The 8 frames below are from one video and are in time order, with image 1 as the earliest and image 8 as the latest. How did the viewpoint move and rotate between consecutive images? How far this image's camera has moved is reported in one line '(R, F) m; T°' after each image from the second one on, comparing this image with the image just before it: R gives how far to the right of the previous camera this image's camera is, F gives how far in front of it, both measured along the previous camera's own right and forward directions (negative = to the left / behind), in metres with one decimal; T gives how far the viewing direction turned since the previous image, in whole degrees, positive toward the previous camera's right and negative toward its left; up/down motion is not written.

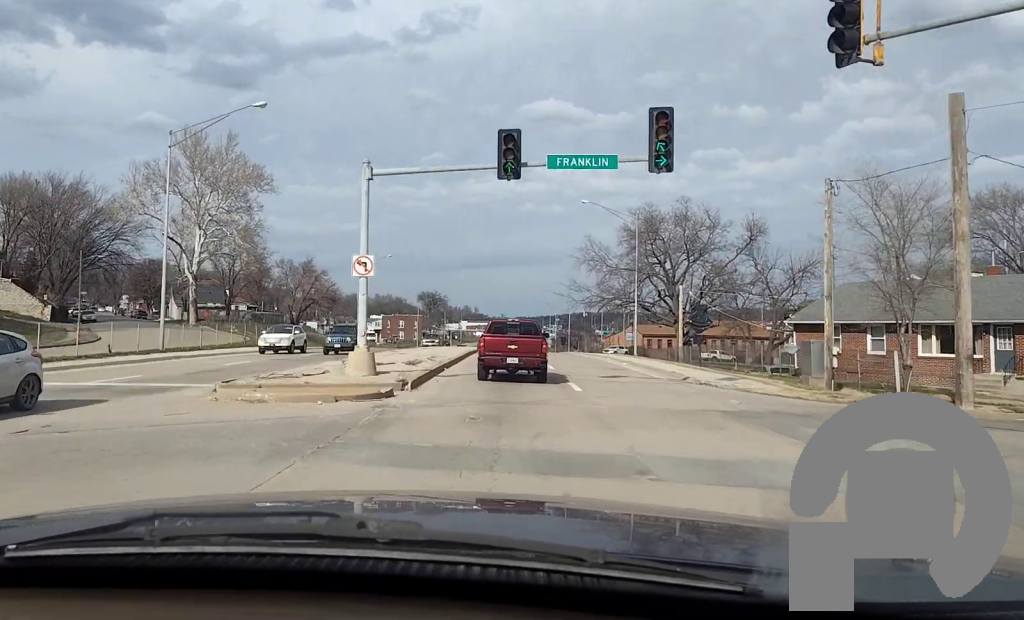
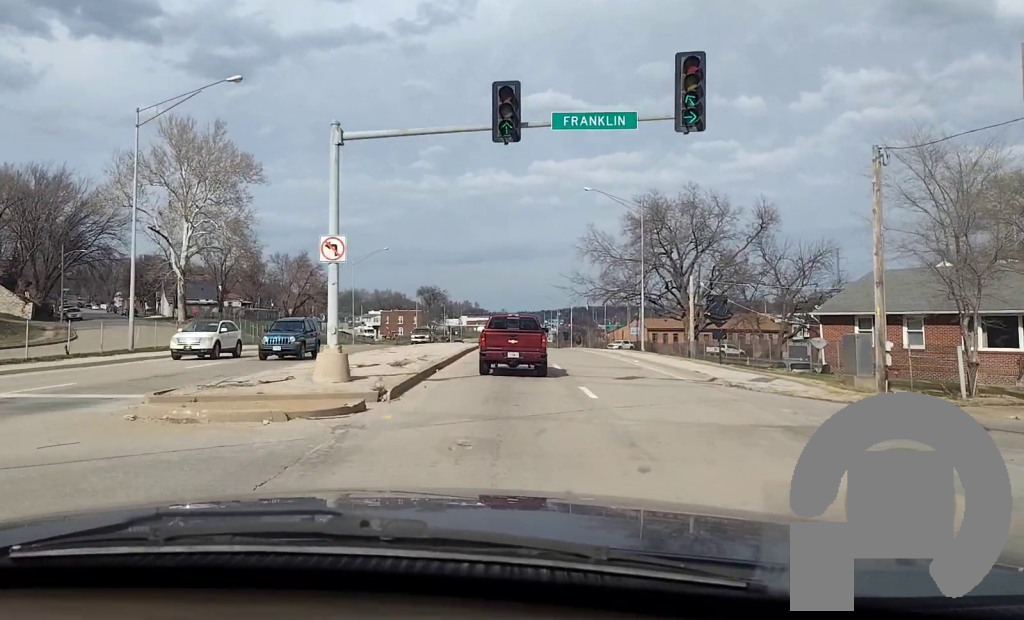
(0.0, +3.7) m; 0°
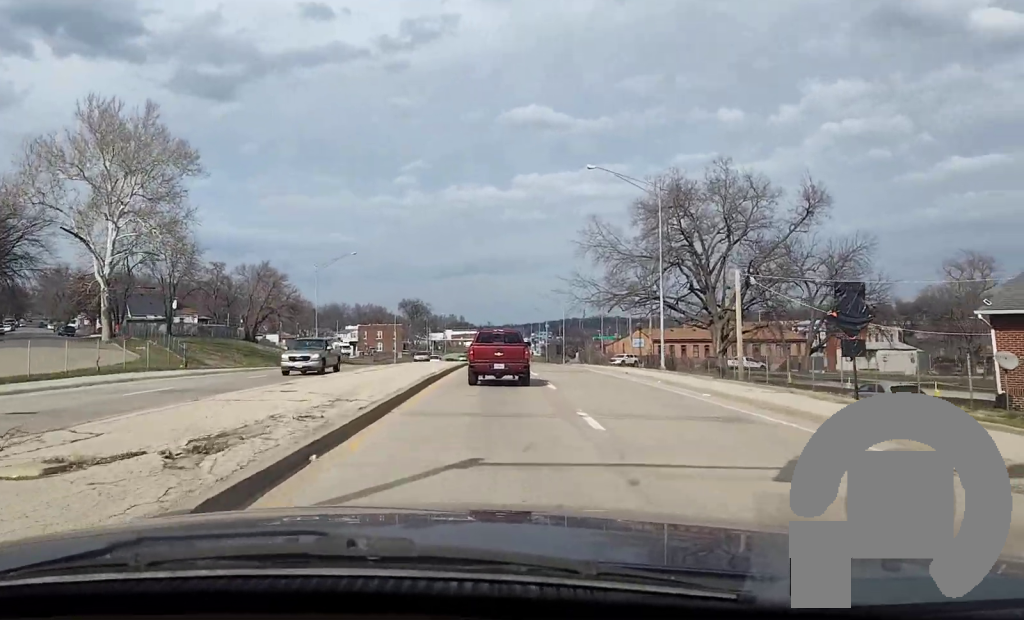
(0.0, +15.3) m; 0°
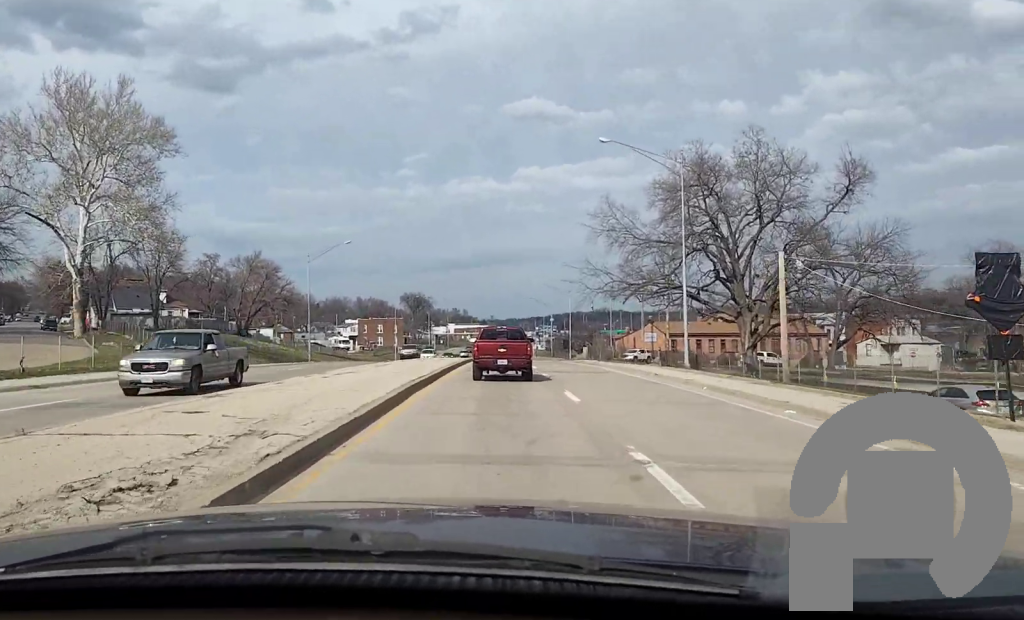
(0.0, +6.5) m; 0°
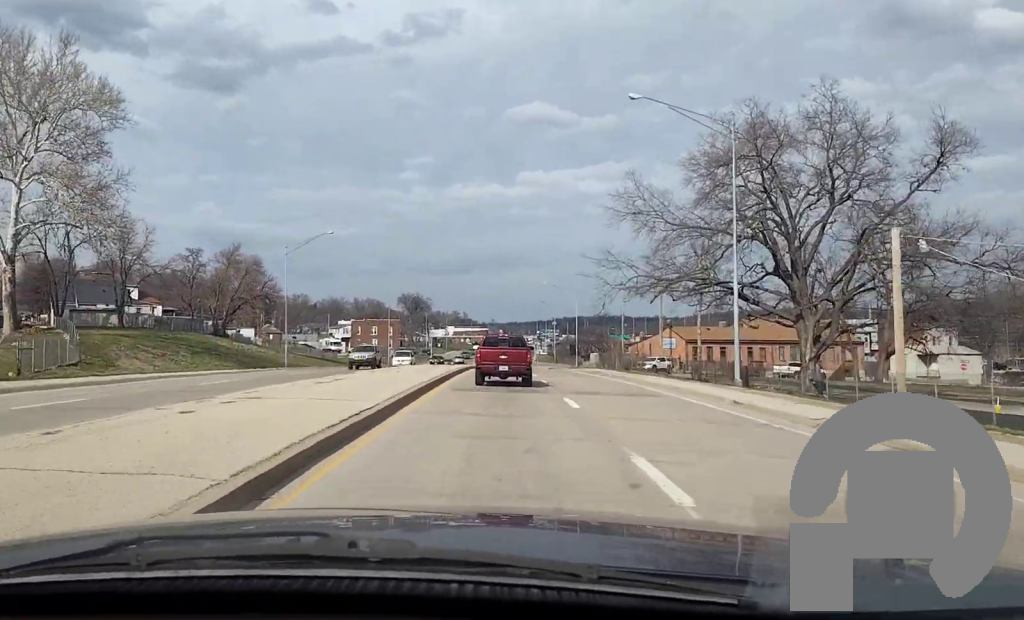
(0.0, +11.3) m; 0°
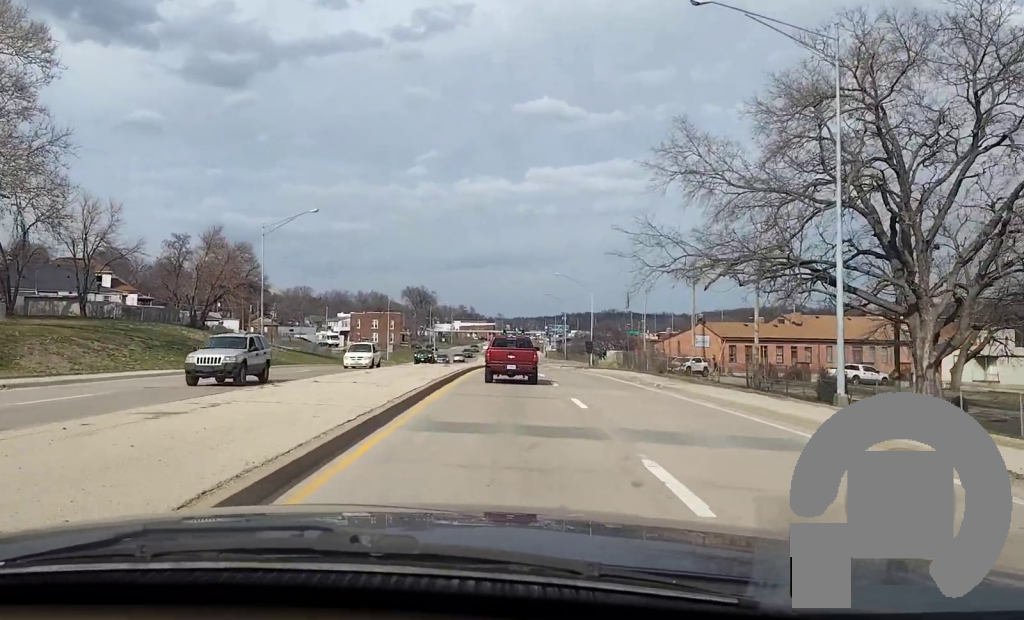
(0.0, +12.7) m; 0°
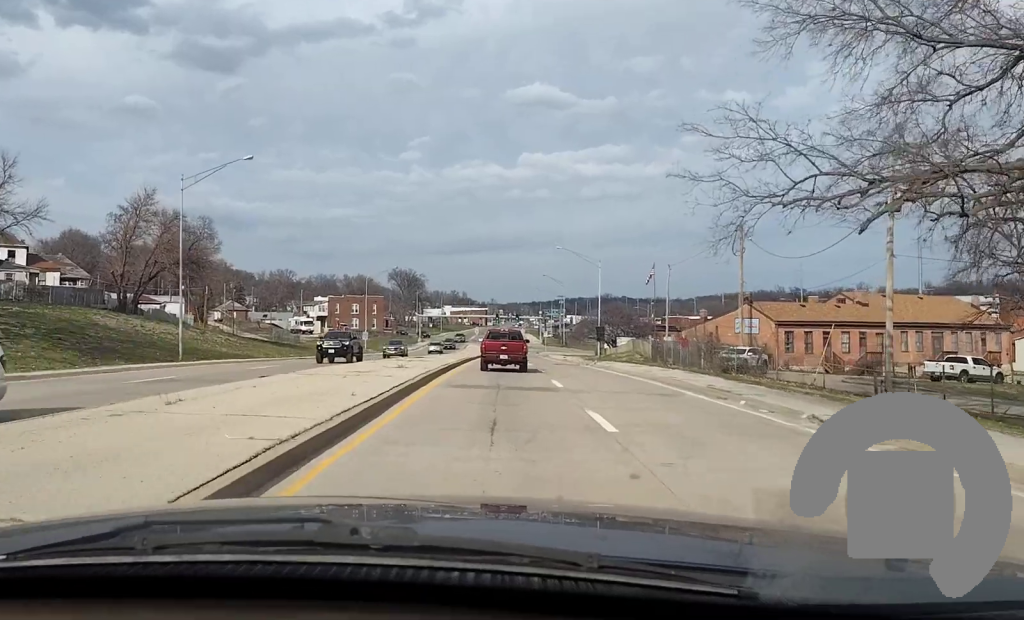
(0.0, +18.7) m; 0°
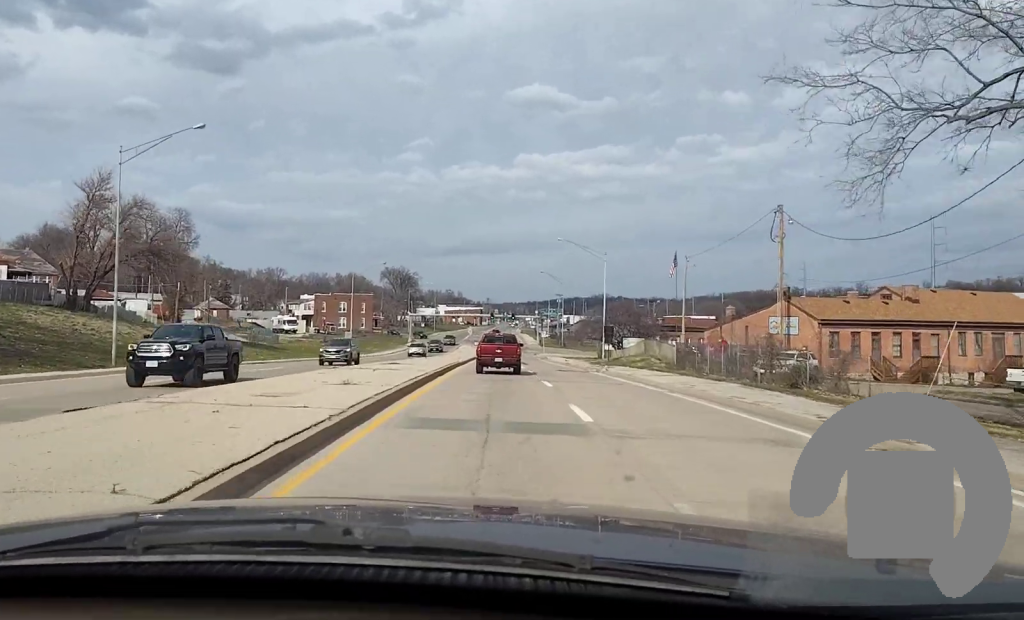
(0.0, +9.8) m; 0°
